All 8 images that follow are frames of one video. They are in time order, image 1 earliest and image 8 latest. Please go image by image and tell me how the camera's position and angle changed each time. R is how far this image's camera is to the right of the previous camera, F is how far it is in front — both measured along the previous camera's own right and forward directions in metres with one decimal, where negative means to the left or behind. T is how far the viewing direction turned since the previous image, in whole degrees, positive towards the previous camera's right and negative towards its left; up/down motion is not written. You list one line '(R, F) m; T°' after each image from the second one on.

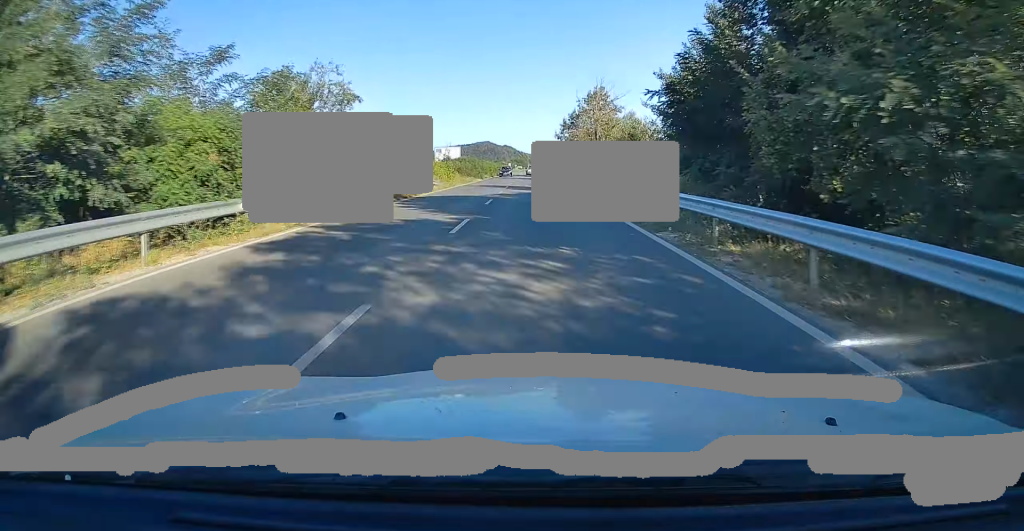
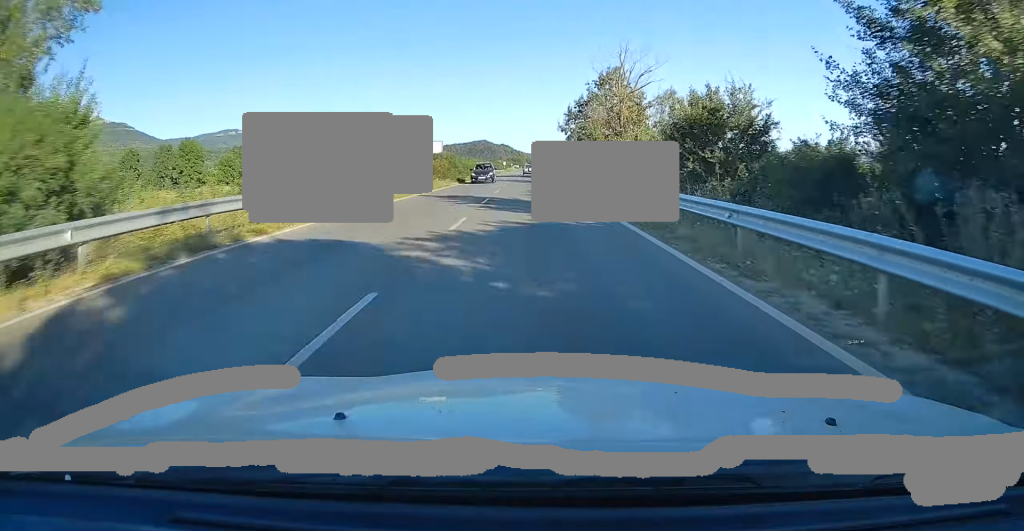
(0.0, +17.5) m; 0°
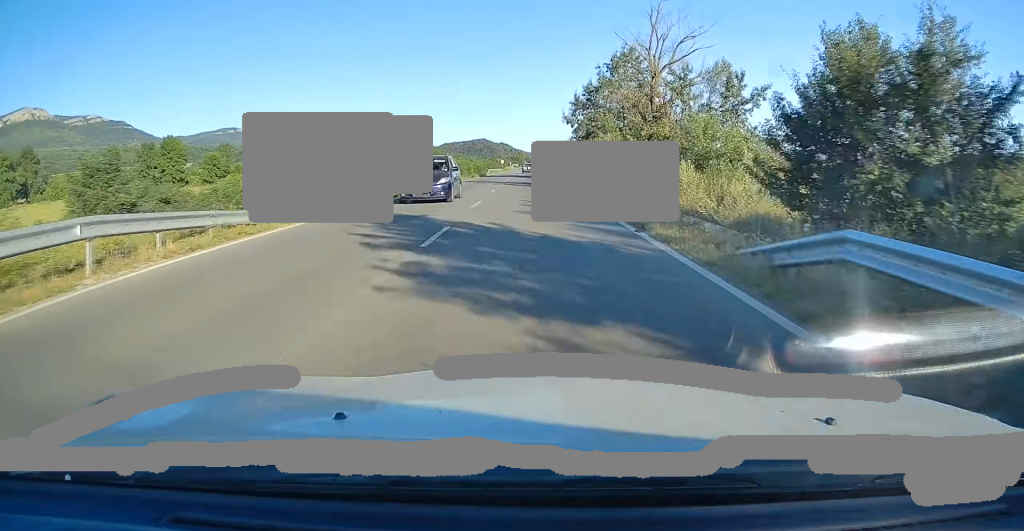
(+0.1, +11.6) m; -1°
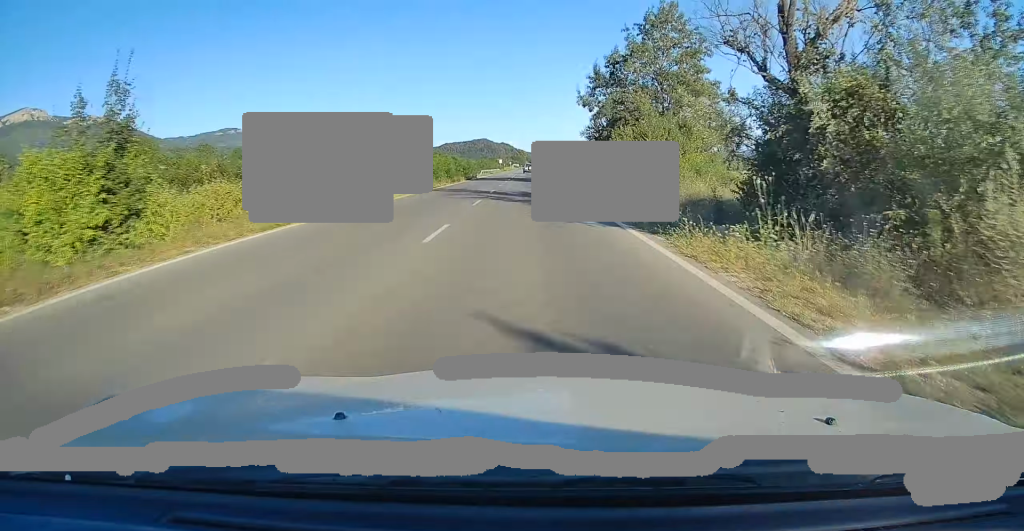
(-0.2, +17.4) m; 0°
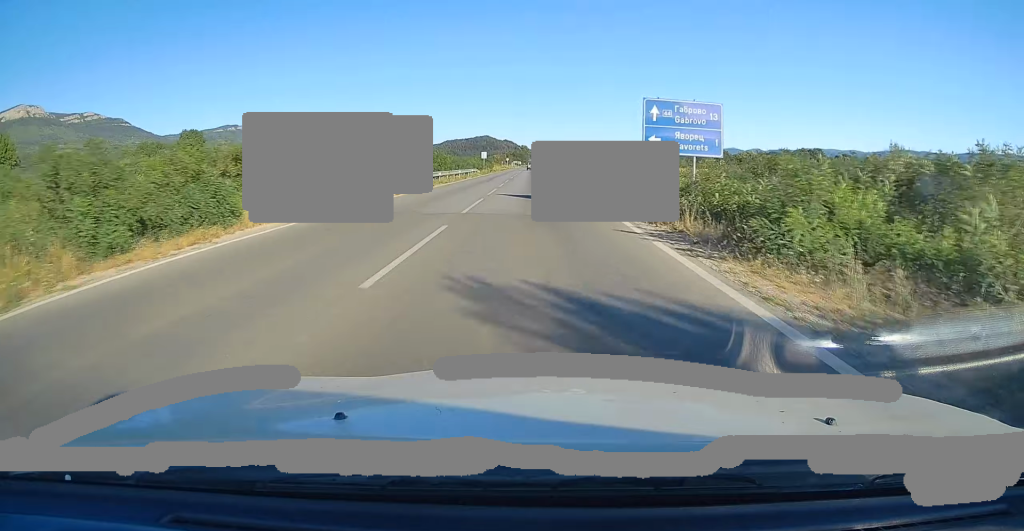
(+0.2, +66.9) m; +1°
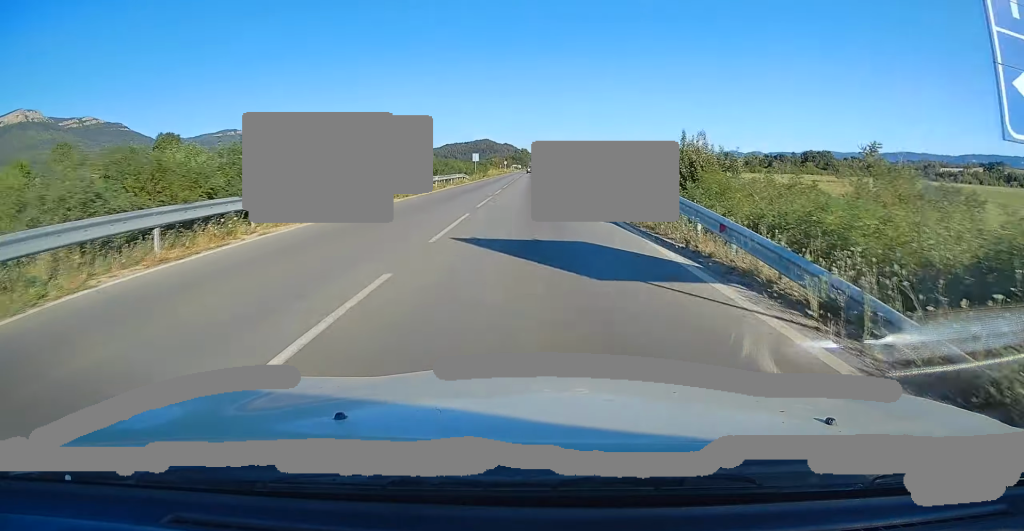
(+0.3, +14.0) m; 0°
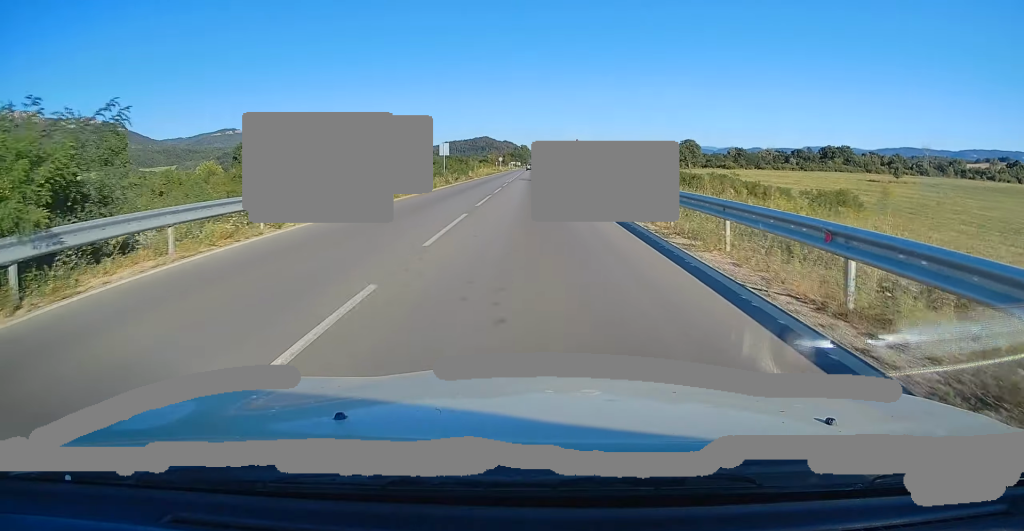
(-0.2, +27.9) m; -1°
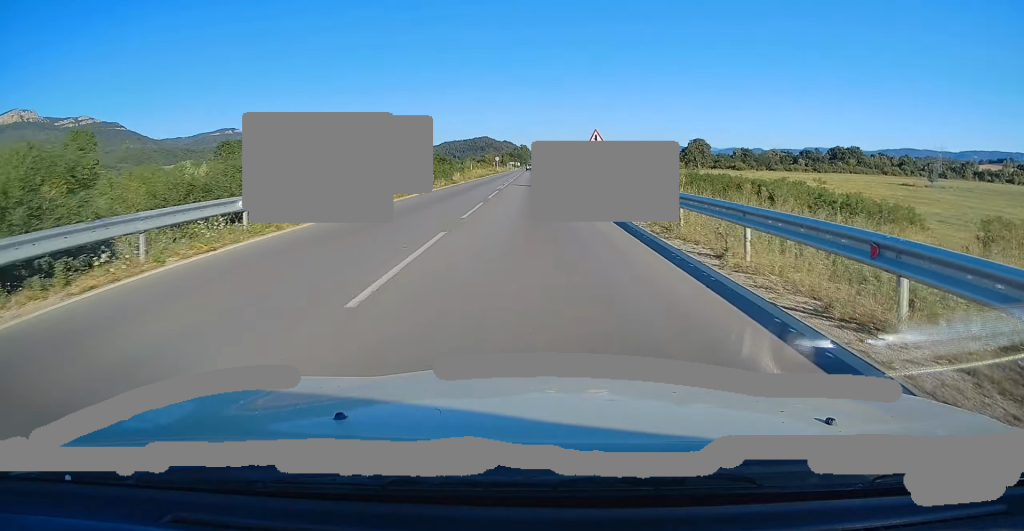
(0.0, +13.0) m; 0°
